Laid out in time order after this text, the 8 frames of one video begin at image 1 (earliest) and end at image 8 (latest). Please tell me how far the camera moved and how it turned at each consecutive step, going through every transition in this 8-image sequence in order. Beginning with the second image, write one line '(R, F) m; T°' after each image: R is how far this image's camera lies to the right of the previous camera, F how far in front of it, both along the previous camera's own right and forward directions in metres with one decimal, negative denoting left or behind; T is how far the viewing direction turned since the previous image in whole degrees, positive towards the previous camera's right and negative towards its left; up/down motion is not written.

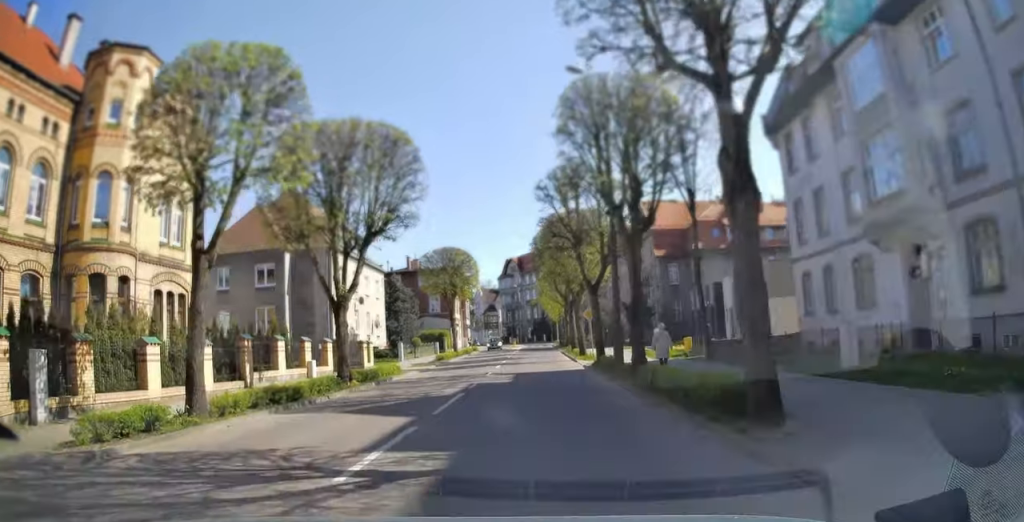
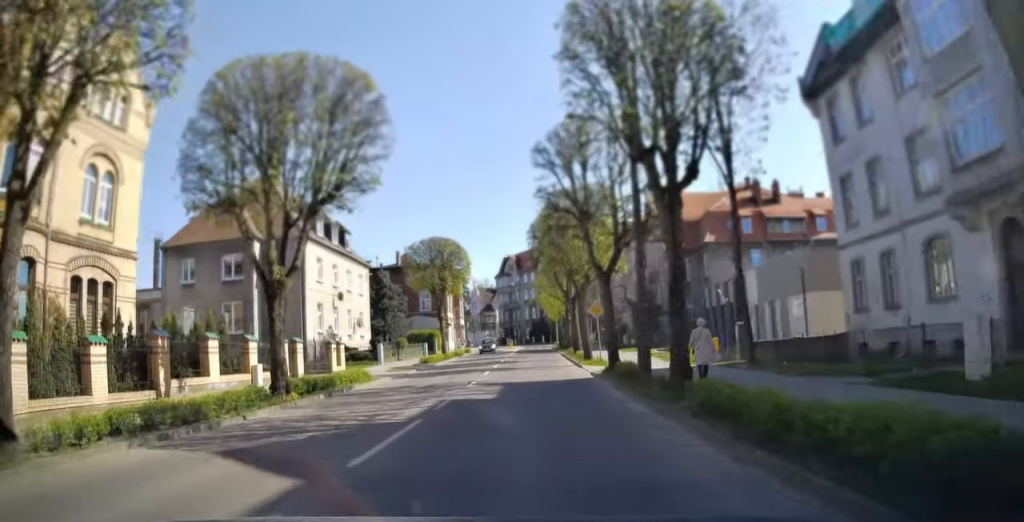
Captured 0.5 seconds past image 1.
(0.0, +5.4) m; 0°
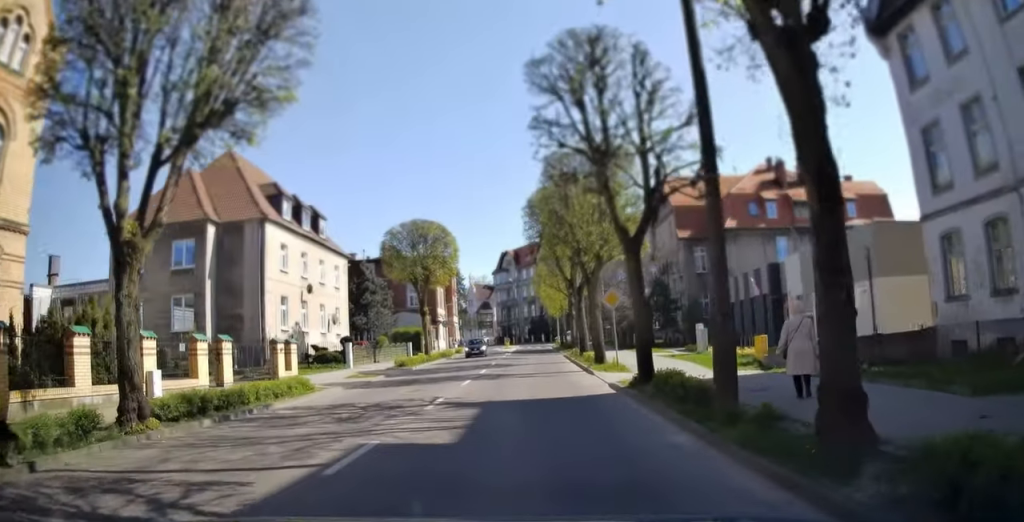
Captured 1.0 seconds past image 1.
(+0.1, +6.6) m; 0°
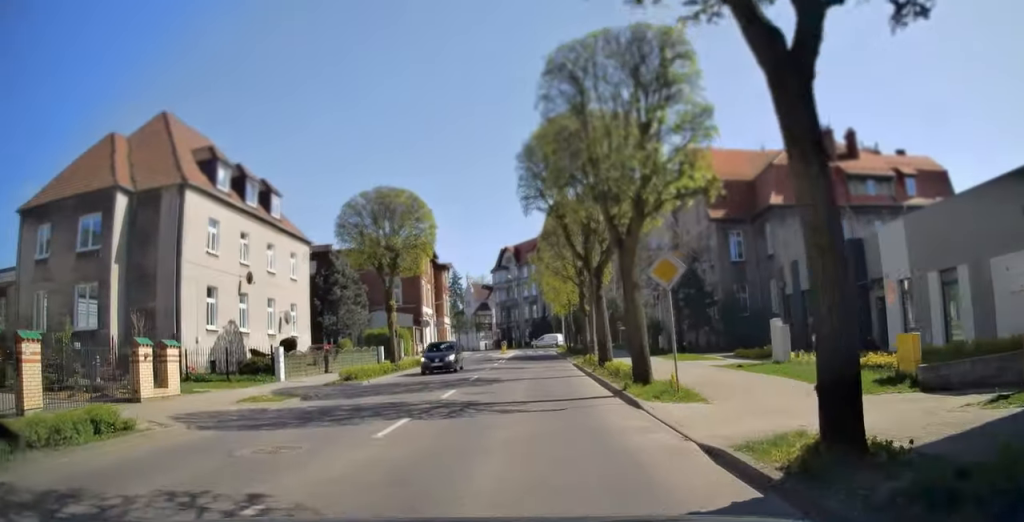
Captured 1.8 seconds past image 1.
(0.0, +9.5) m; 0°
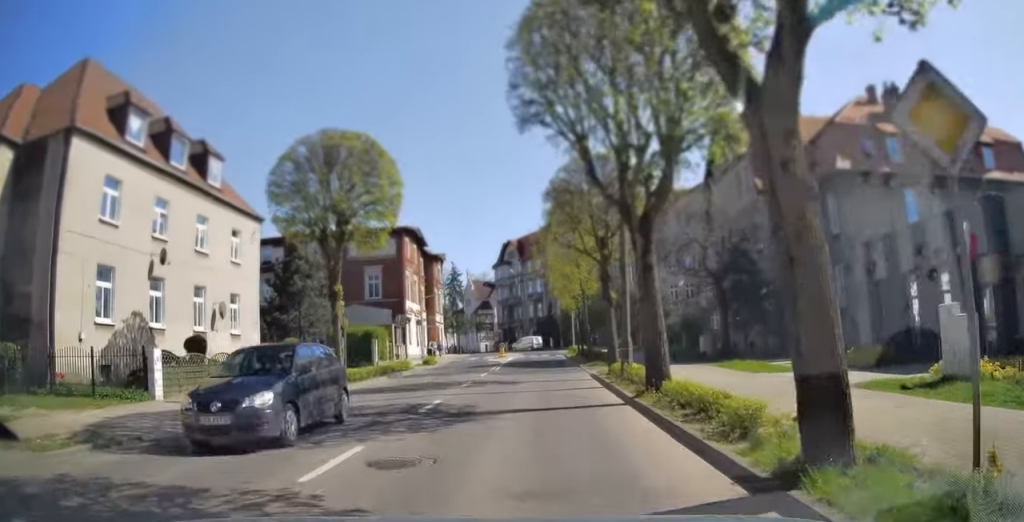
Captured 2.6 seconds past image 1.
(0.0, +9.0) m; 0°
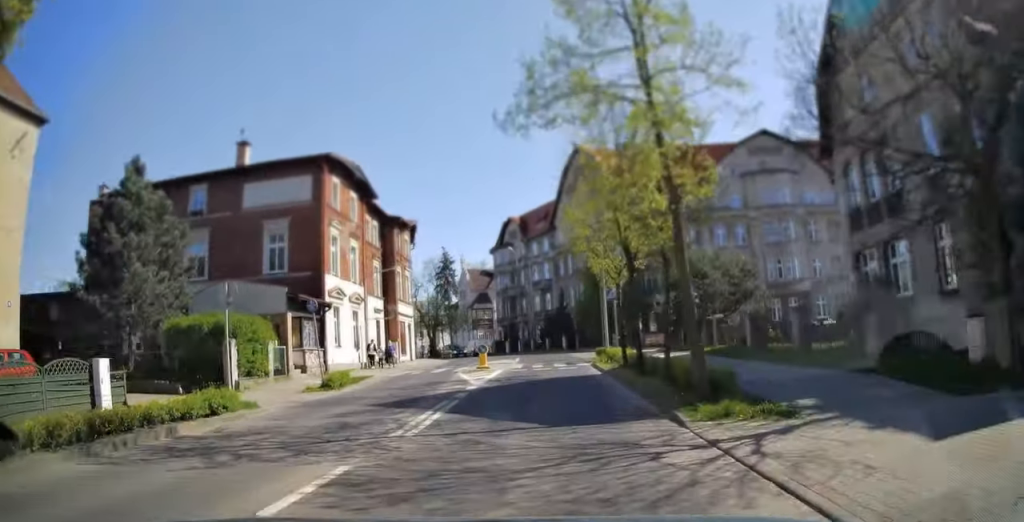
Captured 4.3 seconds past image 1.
(-0.1, +19.5) m; -2°
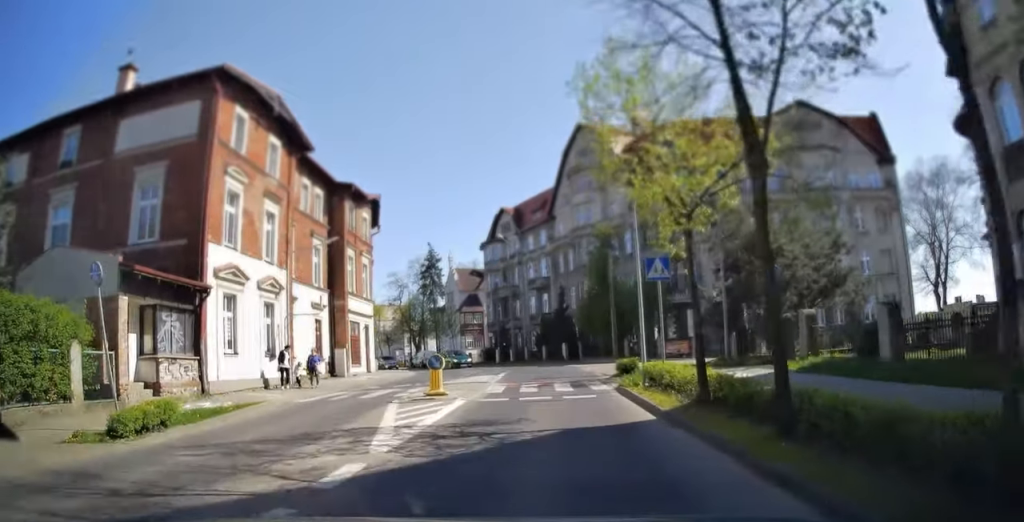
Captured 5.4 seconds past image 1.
(-0.2, +10.8) m; 0°
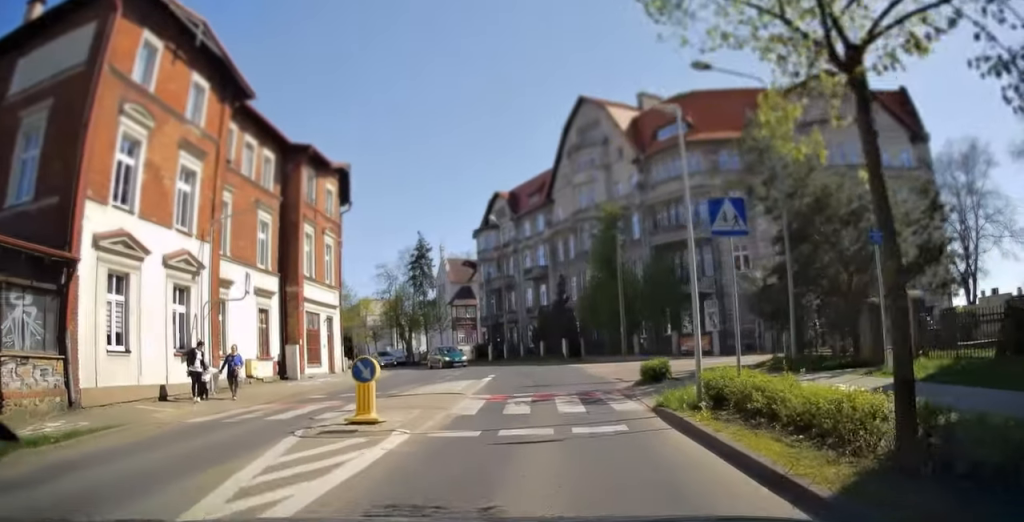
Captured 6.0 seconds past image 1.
(+0.1, +6.2) m; +1°
